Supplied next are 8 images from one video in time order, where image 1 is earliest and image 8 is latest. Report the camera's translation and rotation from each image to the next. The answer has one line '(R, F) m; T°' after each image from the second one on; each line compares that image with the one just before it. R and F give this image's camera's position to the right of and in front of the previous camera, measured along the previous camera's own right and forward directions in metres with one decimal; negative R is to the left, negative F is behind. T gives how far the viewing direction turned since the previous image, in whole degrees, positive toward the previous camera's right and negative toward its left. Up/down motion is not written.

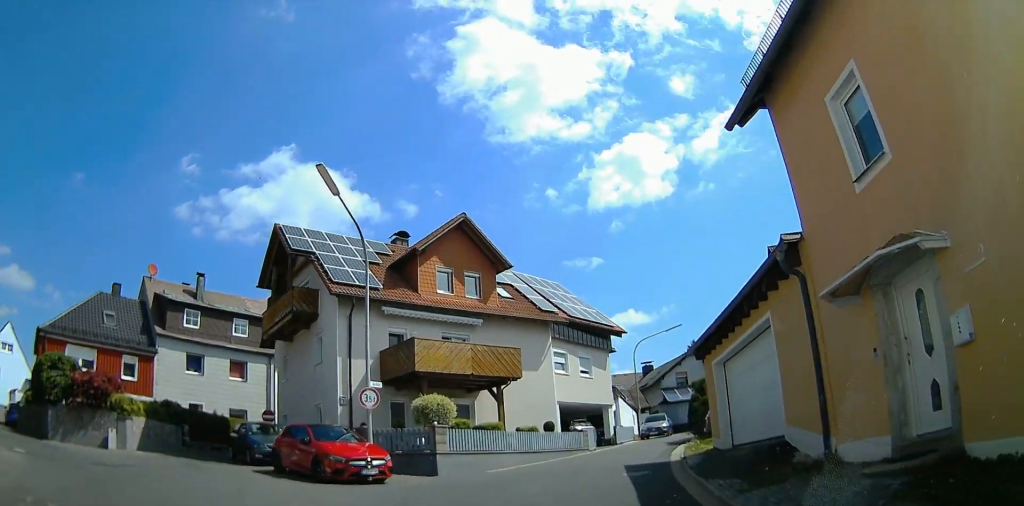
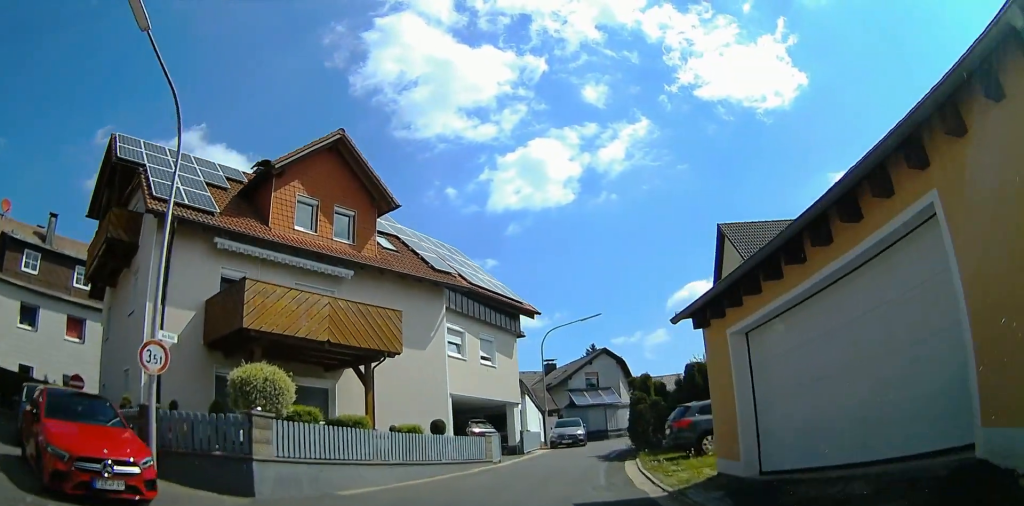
(+1.0, +7.2) m; +20°
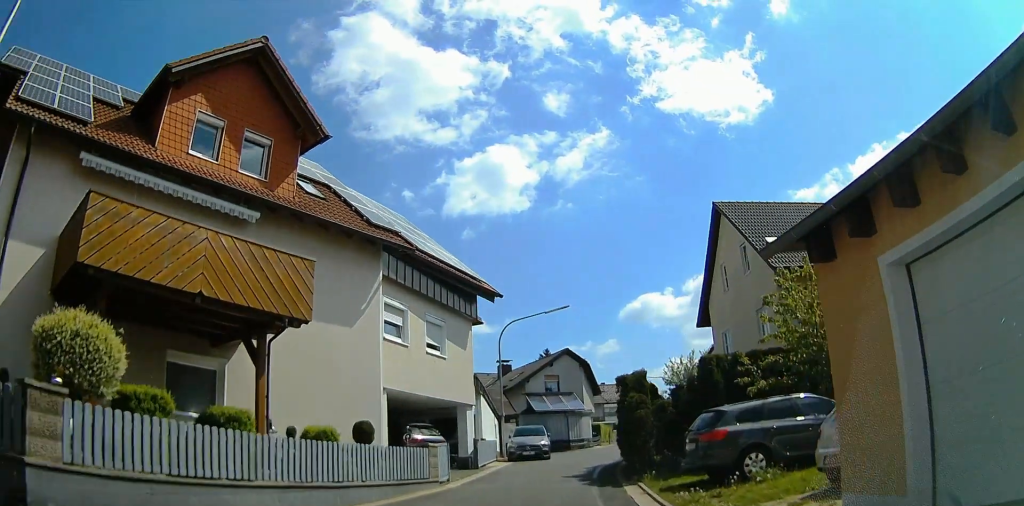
(+0.9, +4.9) m; +1°
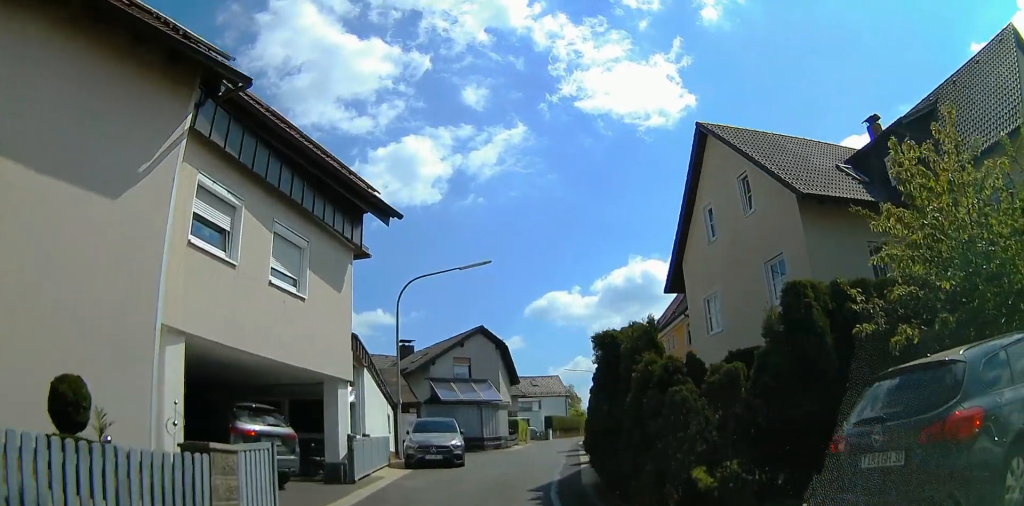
(-0.5, +7.6) m; +4°
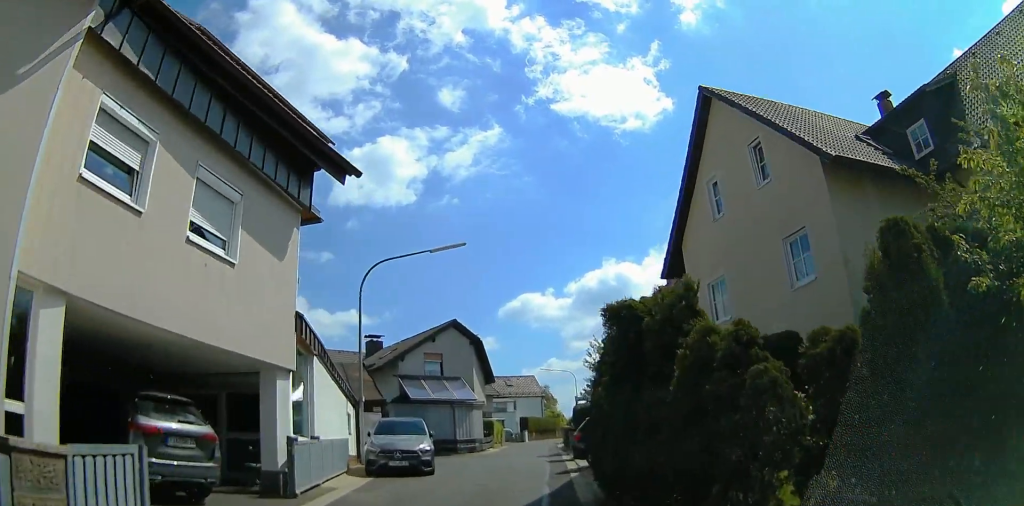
(+0.6, +2.6) m; 0°
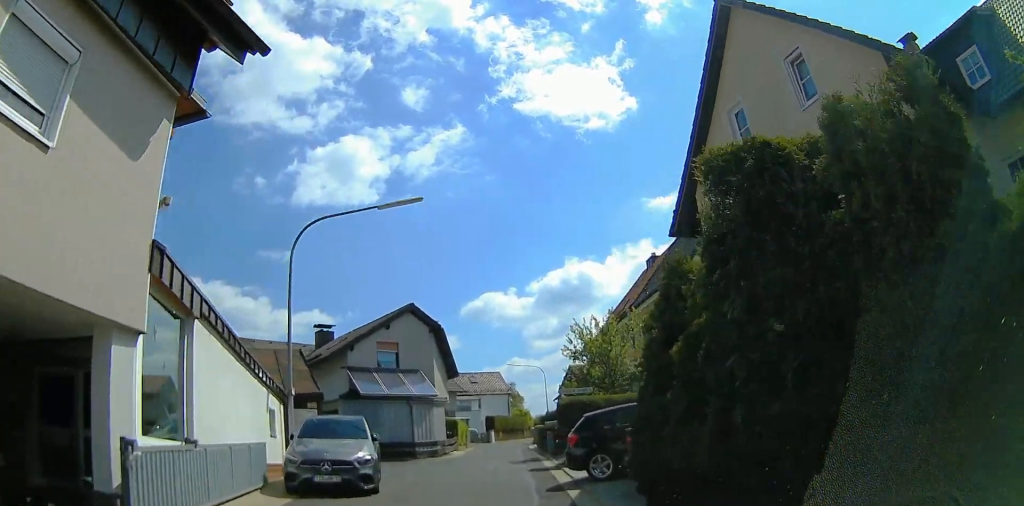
(+0.1, +4.3) m; 0°
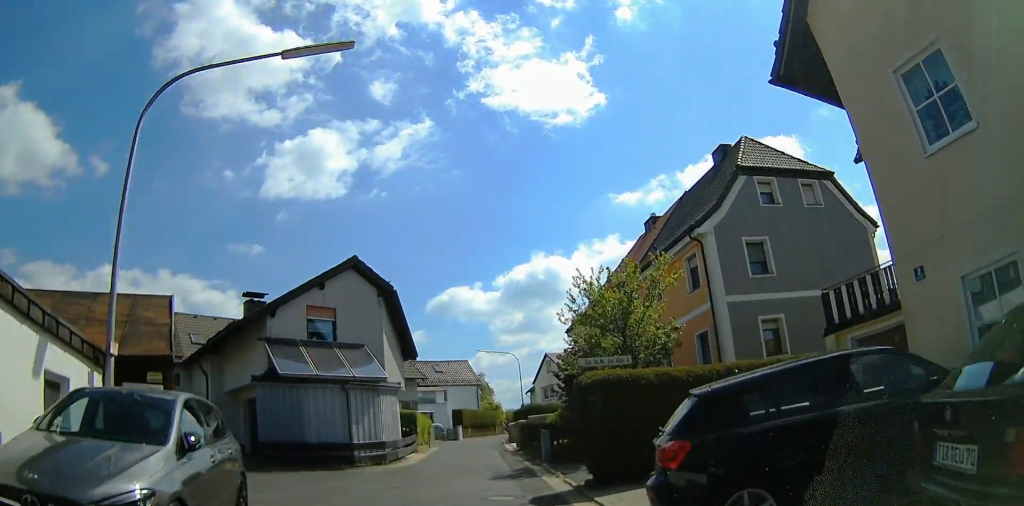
(-0.3, +7.1) m; +6°
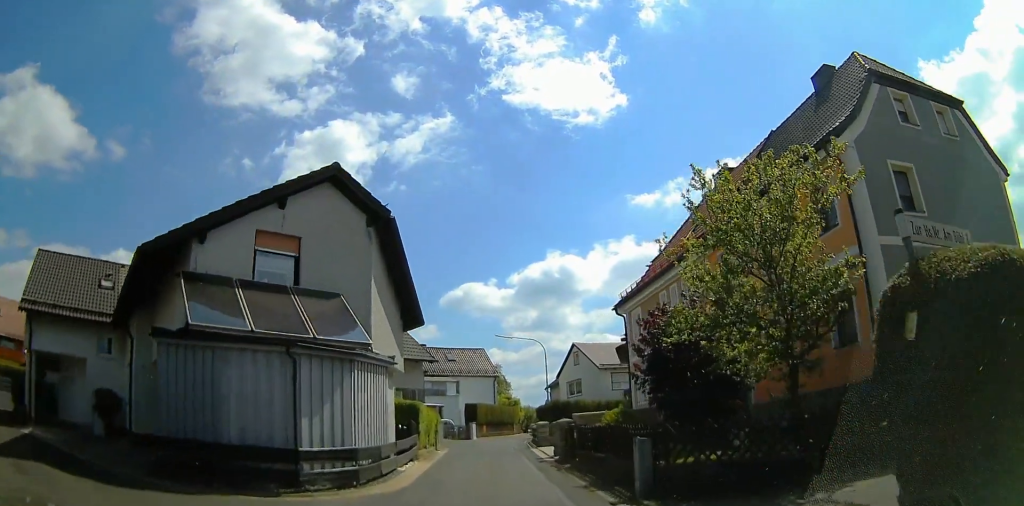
(+1.1, +8.0) m; +8°
